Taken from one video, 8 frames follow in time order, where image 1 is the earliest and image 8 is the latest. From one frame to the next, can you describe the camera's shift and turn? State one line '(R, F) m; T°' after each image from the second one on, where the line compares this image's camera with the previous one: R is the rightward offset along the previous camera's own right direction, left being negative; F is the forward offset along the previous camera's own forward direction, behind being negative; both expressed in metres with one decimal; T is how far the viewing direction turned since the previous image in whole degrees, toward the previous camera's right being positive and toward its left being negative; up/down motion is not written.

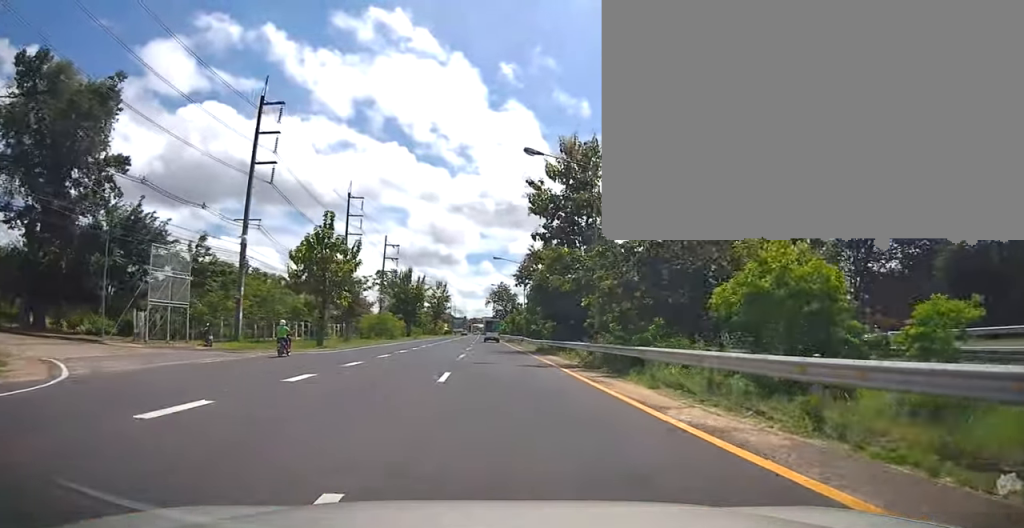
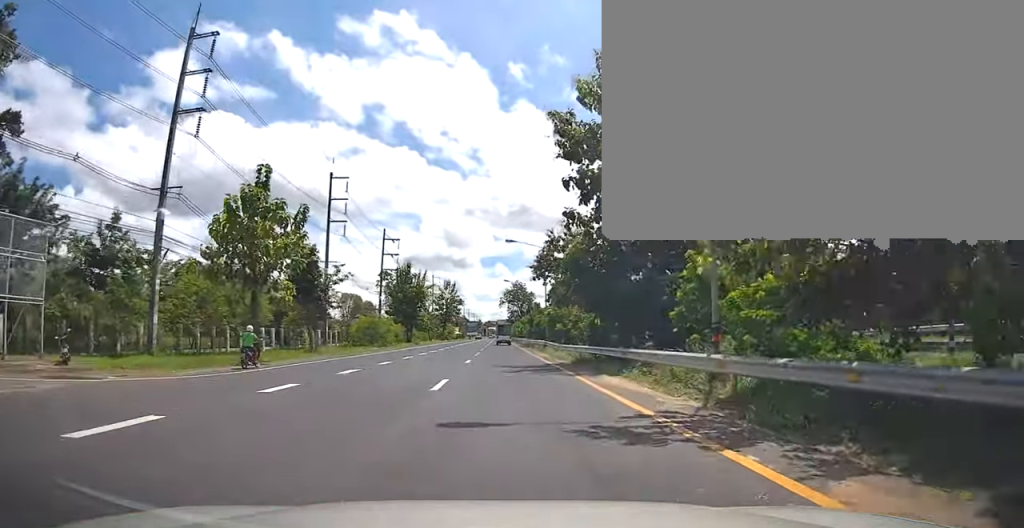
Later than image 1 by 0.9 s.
(+0.1, +13.1) m; 0°
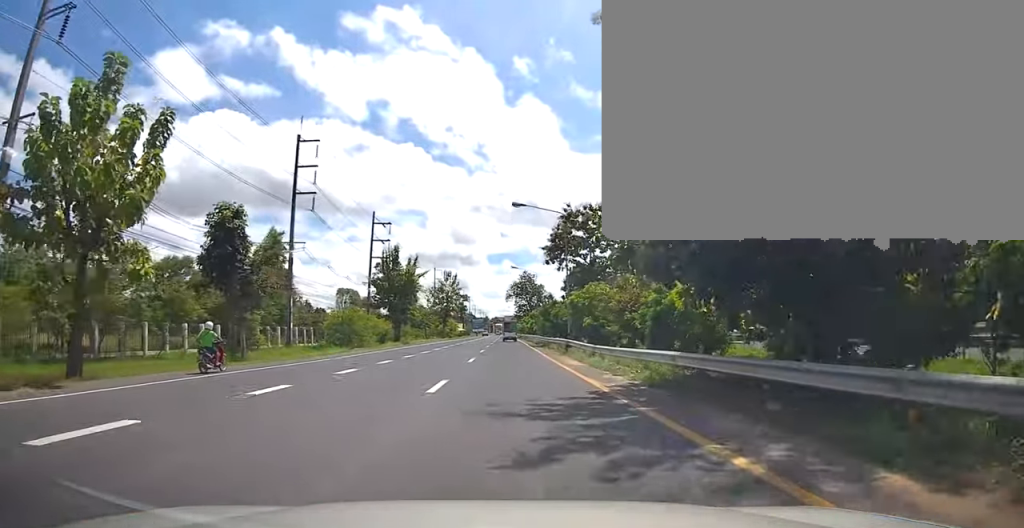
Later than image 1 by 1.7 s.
(+0.1, +12.3) m; -2°
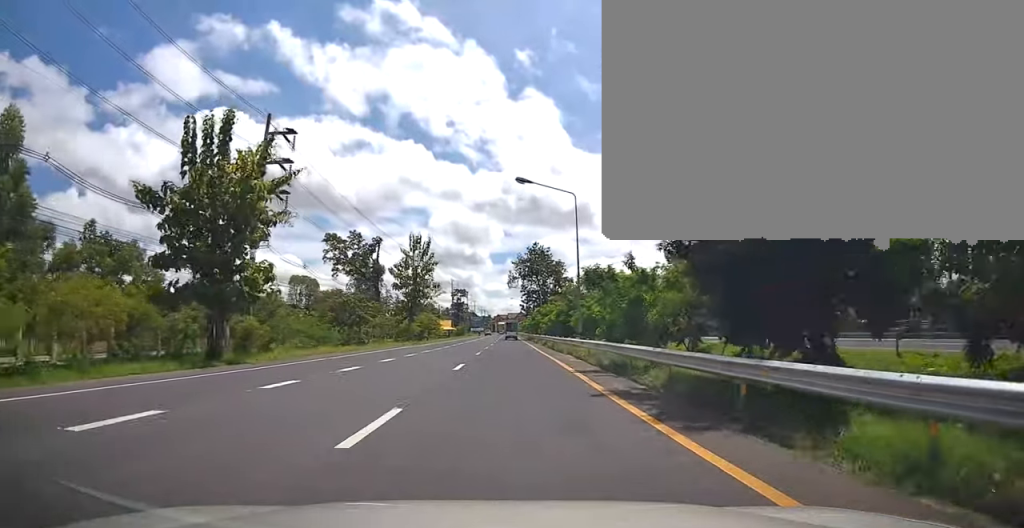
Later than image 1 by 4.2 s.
(-1.1, +40.5) m; -2°
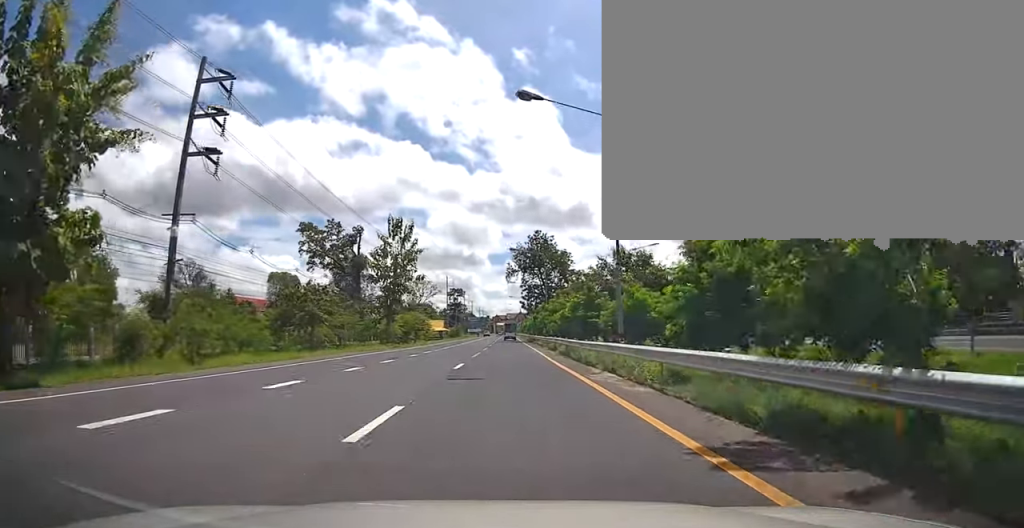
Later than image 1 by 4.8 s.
(0.0, +11.5) m; 0°
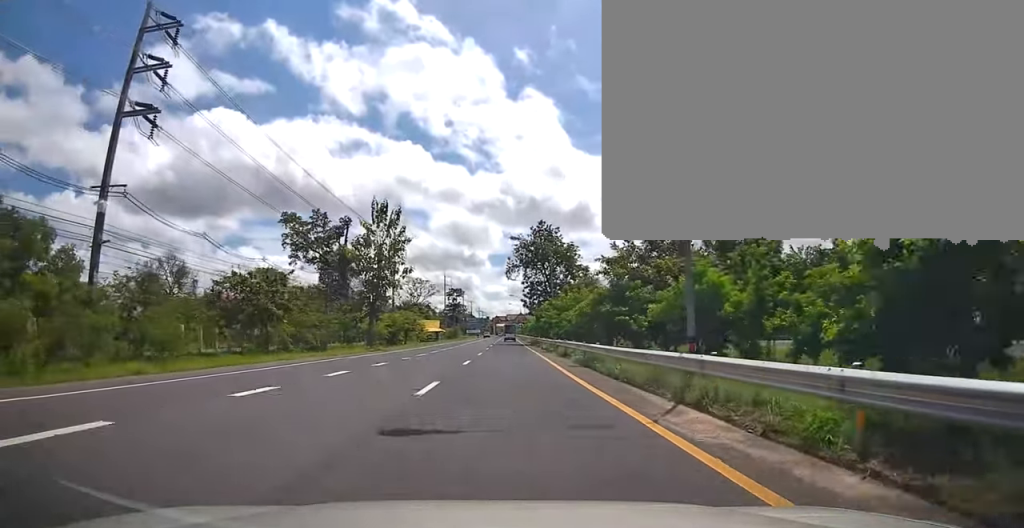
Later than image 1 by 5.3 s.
(0.0, +7.4) m; 0°
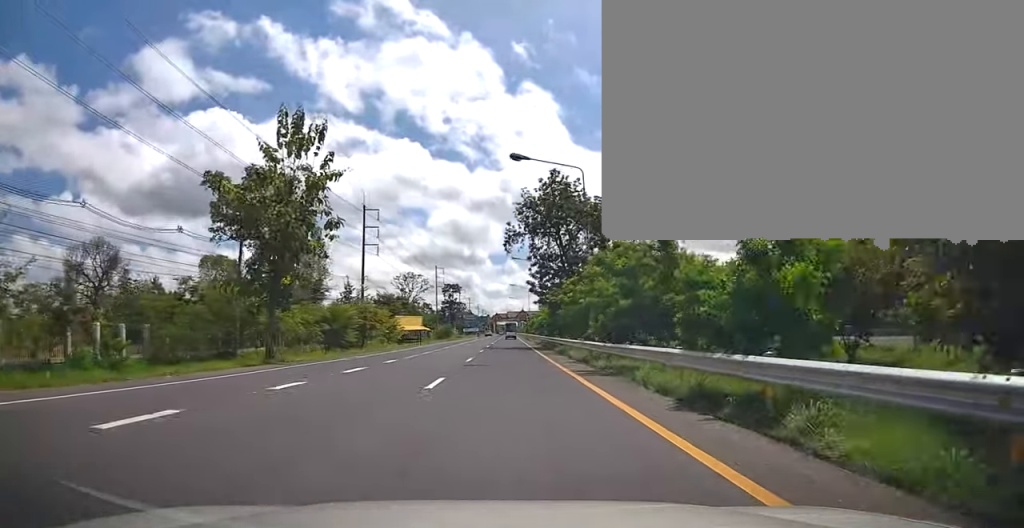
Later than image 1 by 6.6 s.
(0.0, +21.8) m; 0°
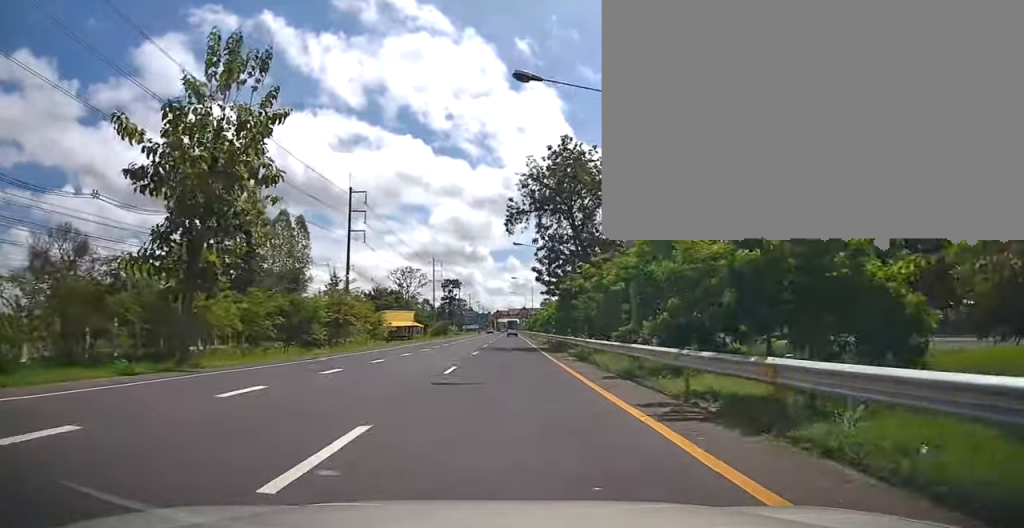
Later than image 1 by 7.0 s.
(0.0, +8.4) m; 0°
